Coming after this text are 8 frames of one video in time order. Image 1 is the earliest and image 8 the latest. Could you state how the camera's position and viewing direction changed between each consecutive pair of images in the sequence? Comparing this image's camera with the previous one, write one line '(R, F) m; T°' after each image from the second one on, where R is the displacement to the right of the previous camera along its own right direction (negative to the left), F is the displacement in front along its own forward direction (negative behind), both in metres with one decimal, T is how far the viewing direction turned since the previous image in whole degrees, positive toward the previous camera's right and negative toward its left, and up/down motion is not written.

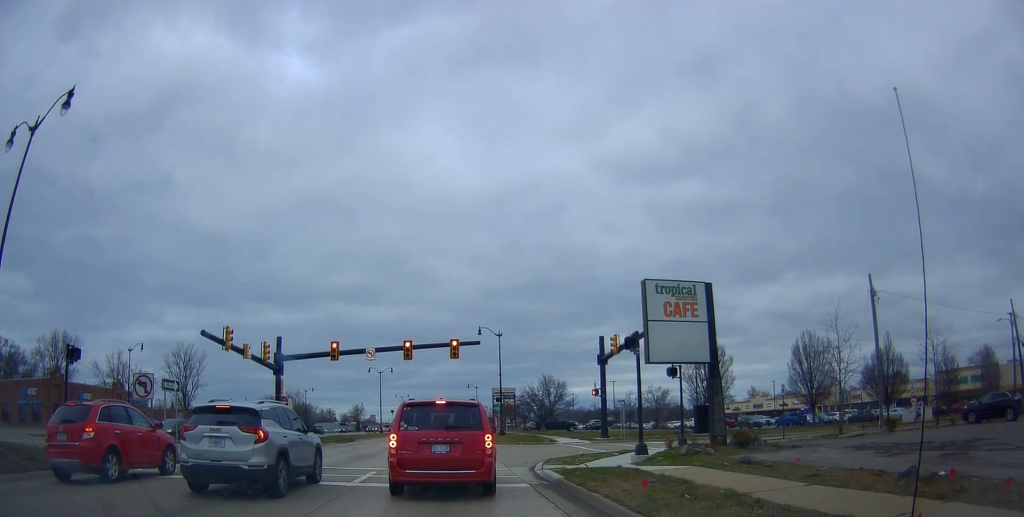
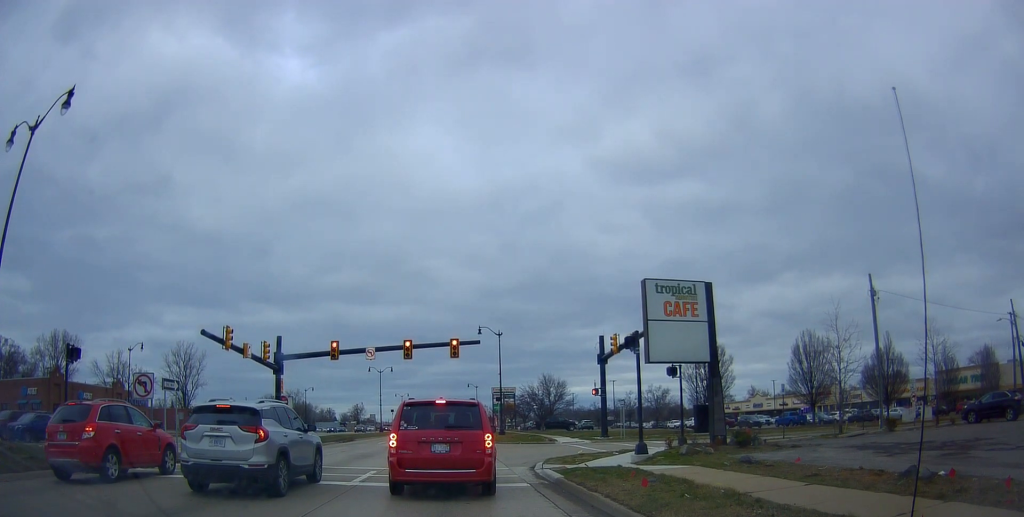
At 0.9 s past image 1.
(-0.2, -0.2) m; 0°
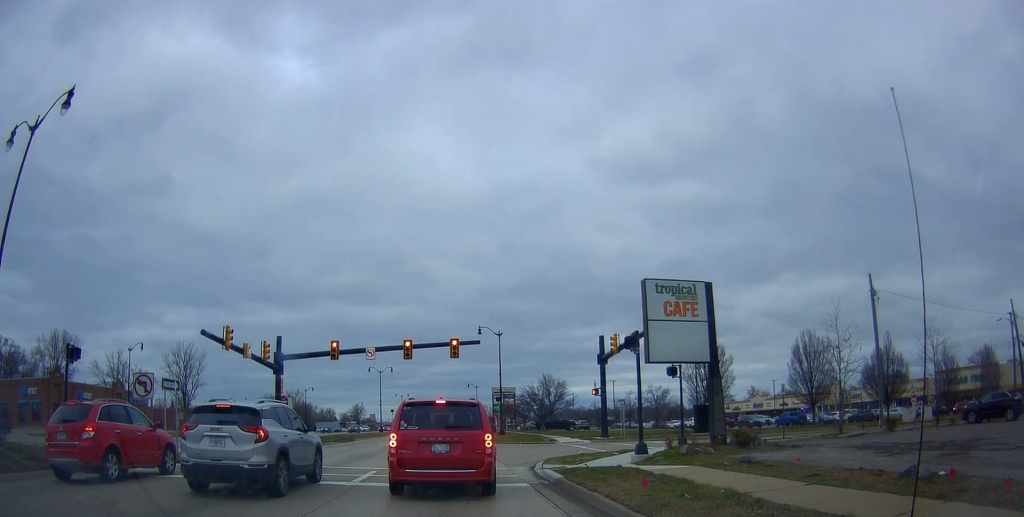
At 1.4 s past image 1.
(0.0, 0.0) m; 0°
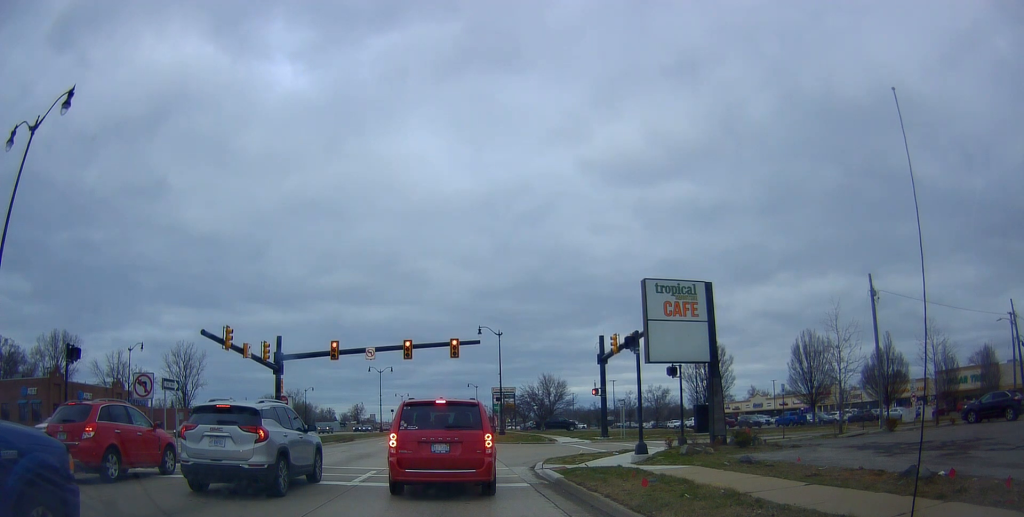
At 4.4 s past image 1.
(0.0, 0.0) m; 0°
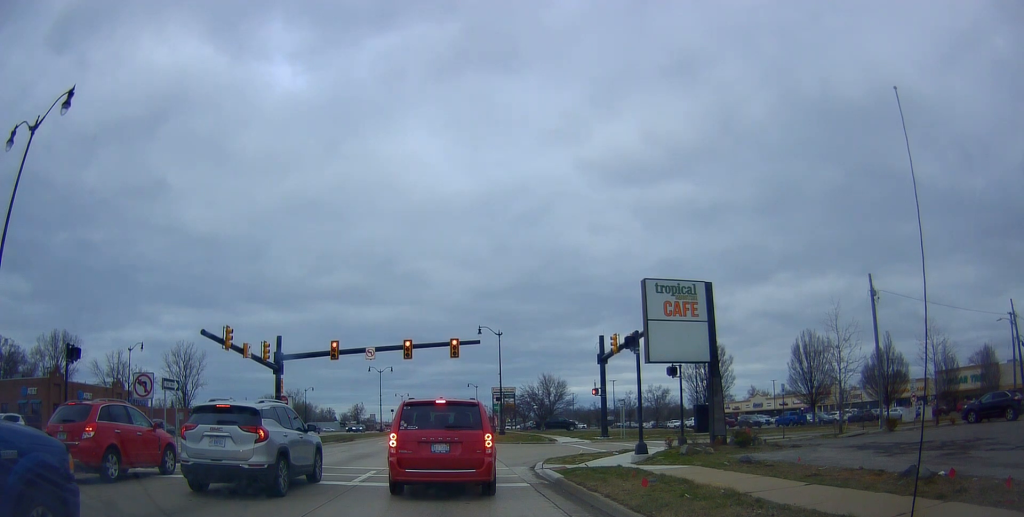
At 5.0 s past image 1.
(0.0, 0.0) m; 0°
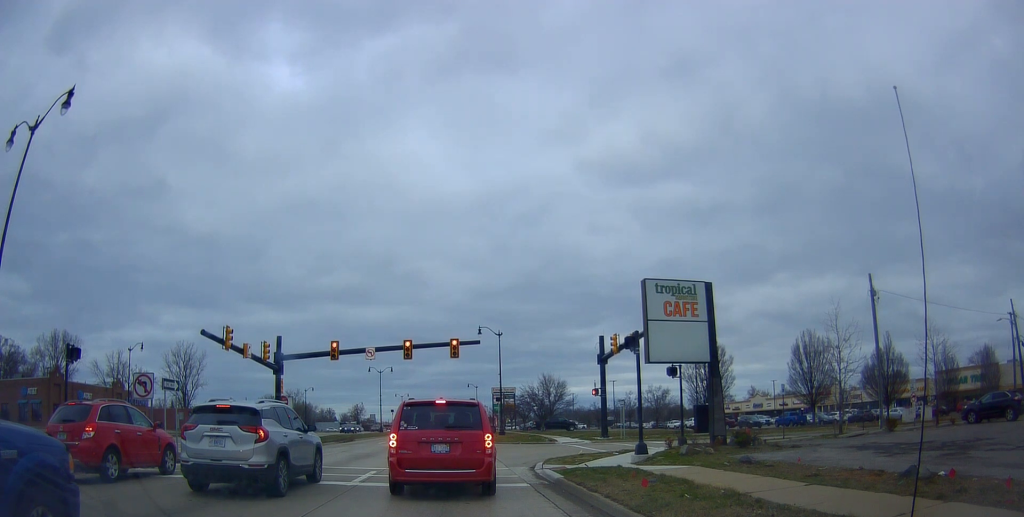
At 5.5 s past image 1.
(0.0, 0.0) m; 0°
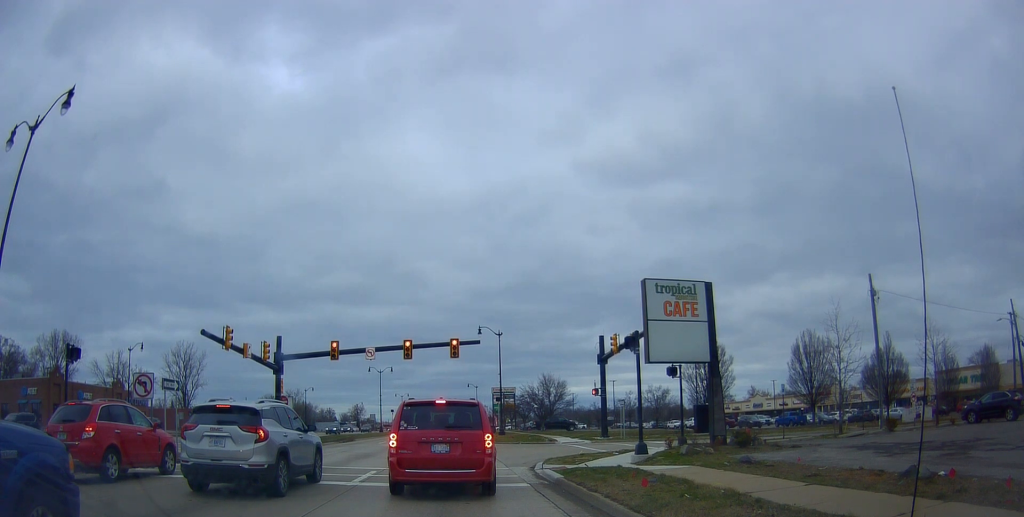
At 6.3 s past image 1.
(0.0, 0.0) m; 0°
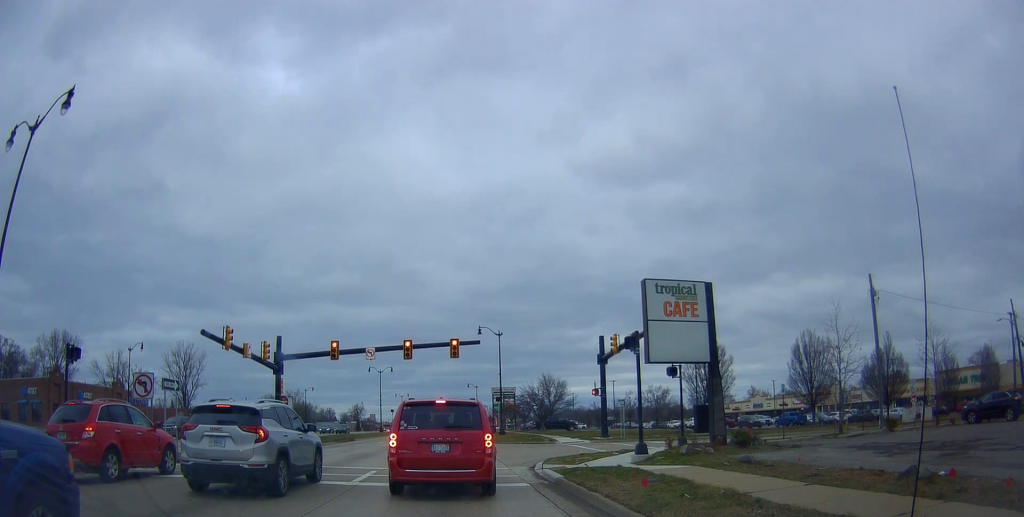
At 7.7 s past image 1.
(0.0, 0.0) m; 0°
